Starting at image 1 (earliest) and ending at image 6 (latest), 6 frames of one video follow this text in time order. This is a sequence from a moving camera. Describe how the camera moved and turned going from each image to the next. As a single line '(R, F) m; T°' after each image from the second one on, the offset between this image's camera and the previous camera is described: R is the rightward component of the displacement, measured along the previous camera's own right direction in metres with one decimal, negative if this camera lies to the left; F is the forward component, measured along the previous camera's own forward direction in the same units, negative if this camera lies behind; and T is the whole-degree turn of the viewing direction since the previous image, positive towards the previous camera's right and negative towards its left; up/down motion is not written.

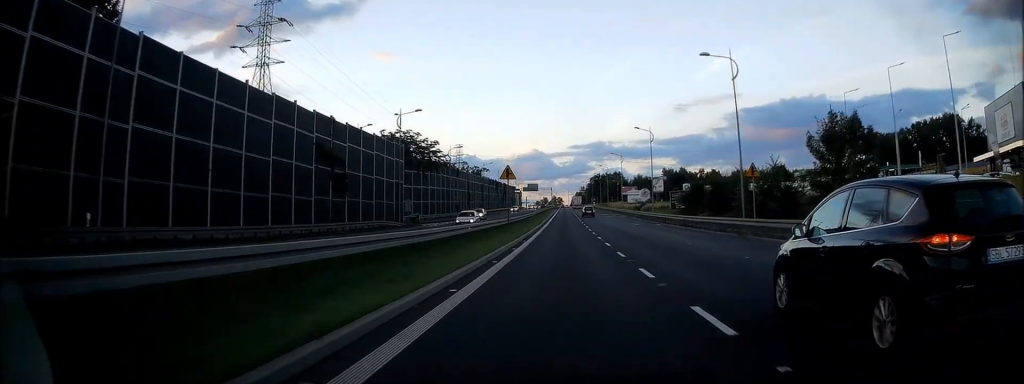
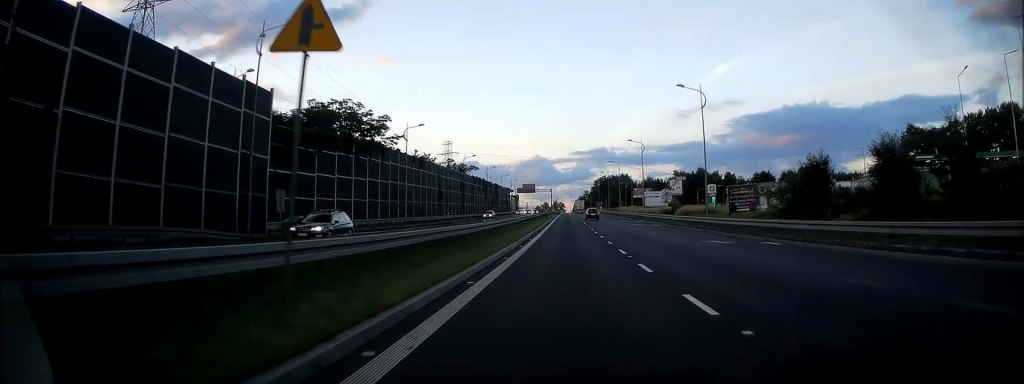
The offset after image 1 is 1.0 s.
(-0.1, +28.8) m; 0°
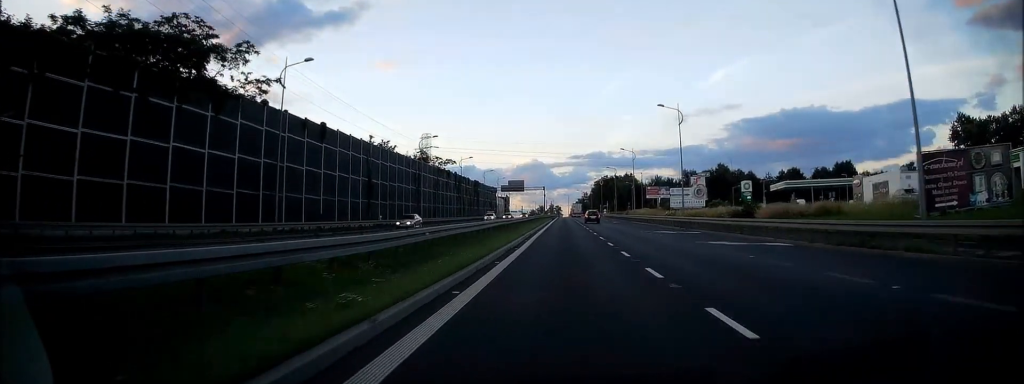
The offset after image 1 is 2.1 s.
(-0.1, +31.5) m; 0°
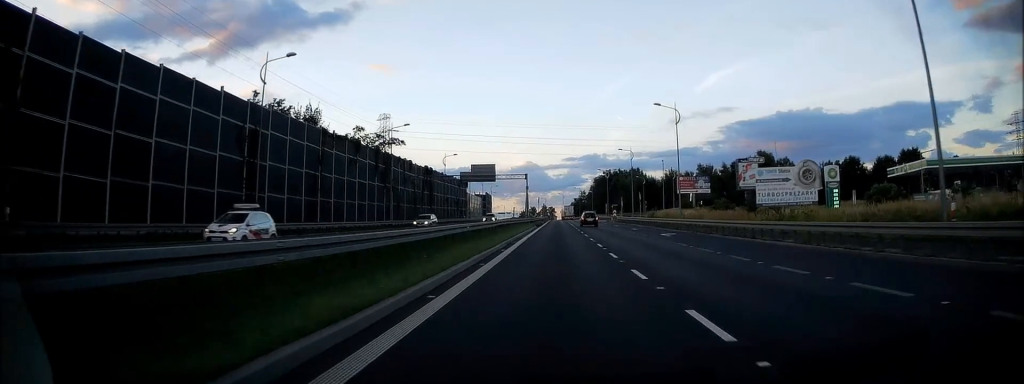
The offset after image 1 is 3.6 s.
(+0.4, +42.3) m; +1°
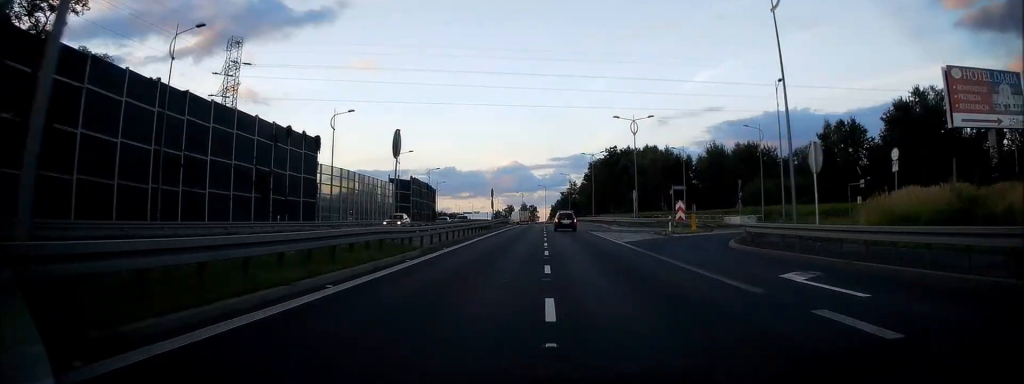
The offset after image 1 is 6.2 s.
(+0.6, +71.4) m; +1°
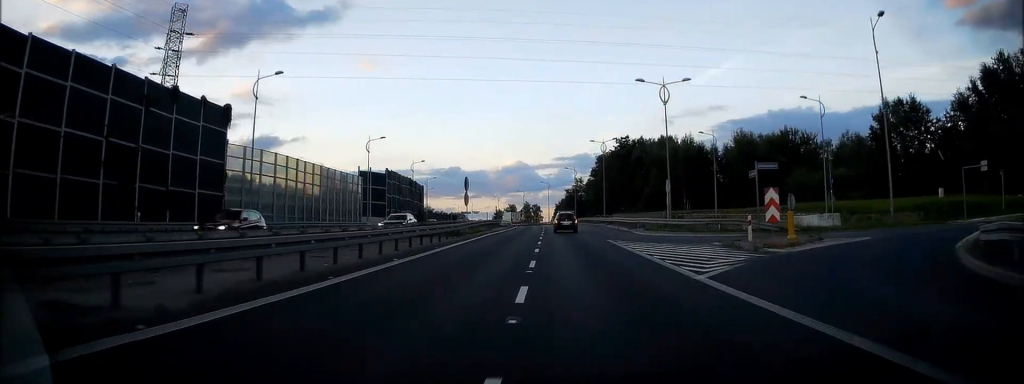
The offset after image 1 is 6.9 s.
(-0.1, +16.6) m; 0°
